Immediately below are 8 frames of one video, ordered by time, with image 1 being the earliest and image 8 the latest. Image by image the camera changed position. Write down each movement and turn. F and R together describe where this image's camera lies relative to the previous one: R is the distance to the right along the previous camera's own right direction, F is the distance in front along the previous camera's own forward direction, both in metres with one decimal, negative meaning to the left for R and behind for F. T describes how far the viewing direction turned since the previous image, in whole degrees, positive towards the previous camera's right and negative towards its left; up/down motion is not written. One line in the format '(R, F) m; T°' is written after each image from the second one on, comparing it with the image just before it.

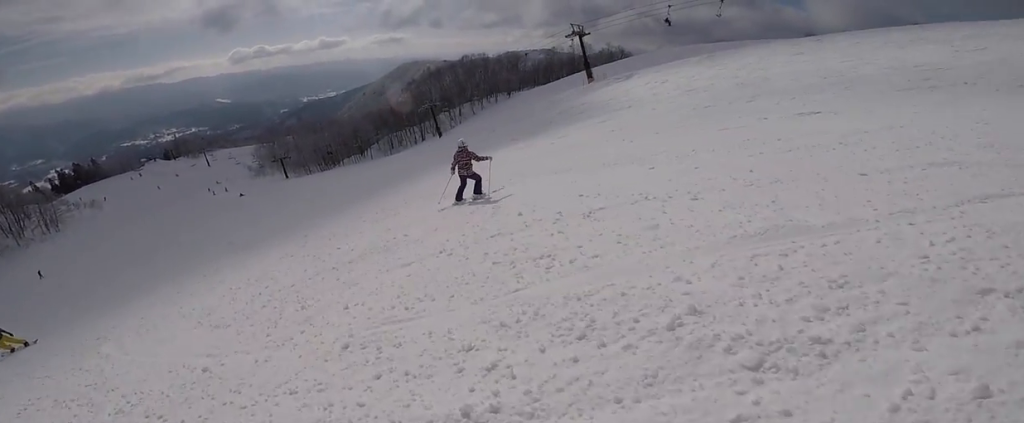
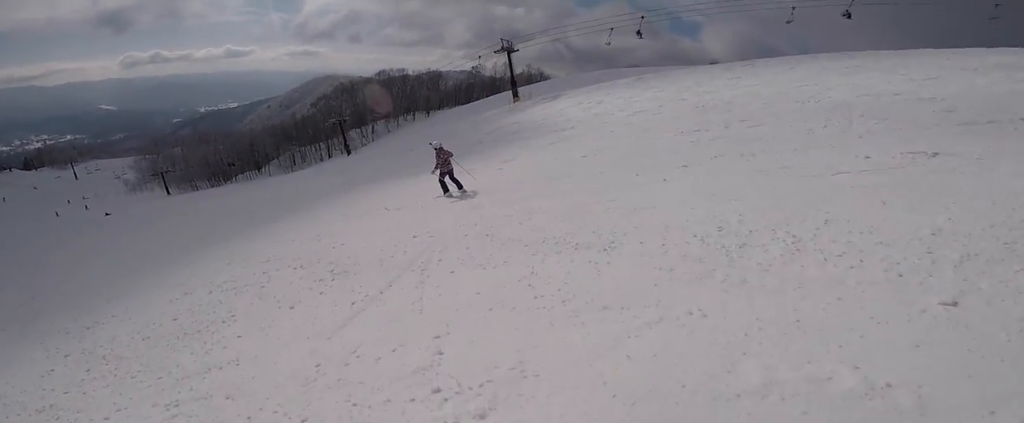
(+1.1, +5.0) m; -4°
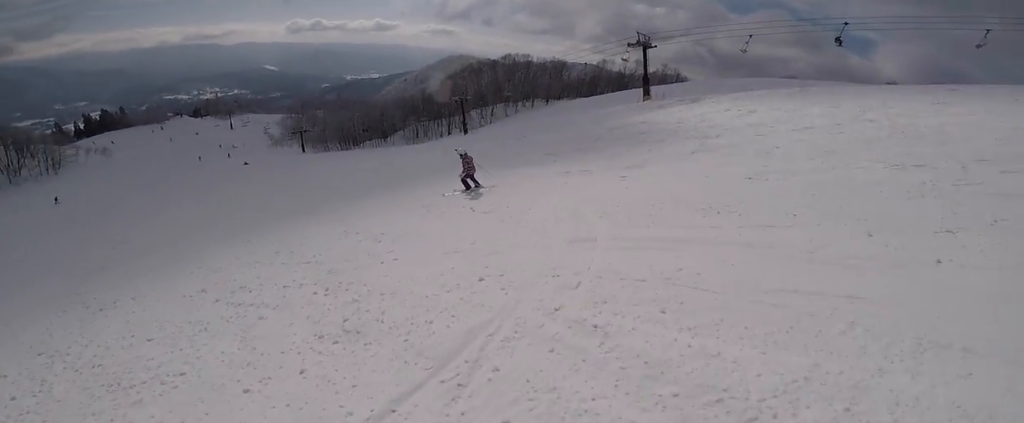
(-0.2, +2.6) m; -20°
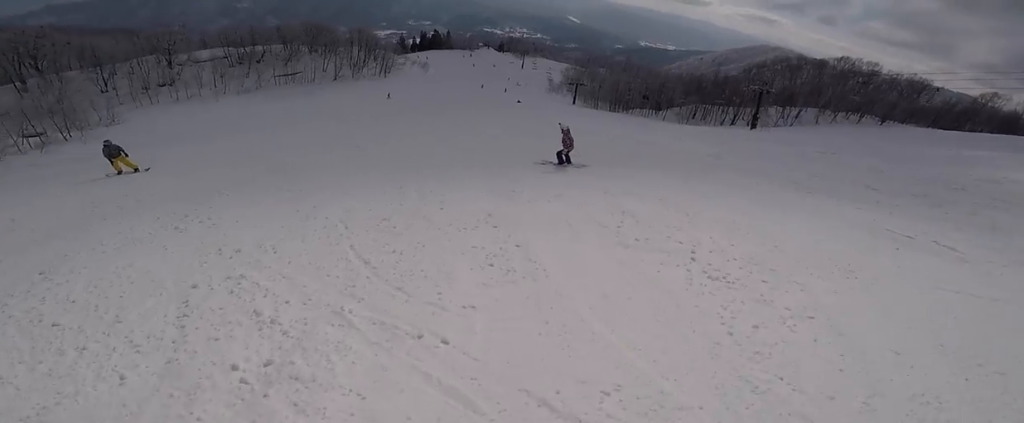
(-1.0, +4.1) m; -14°
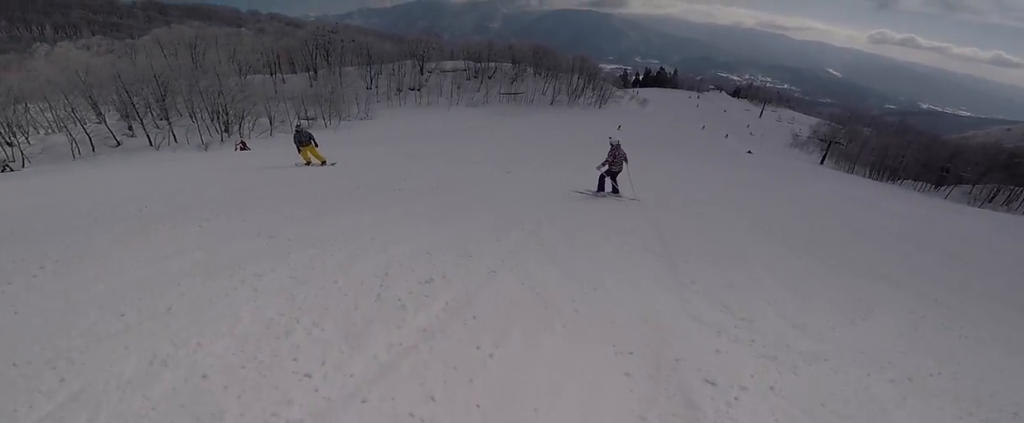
(0.0, +5.3) m; 0°
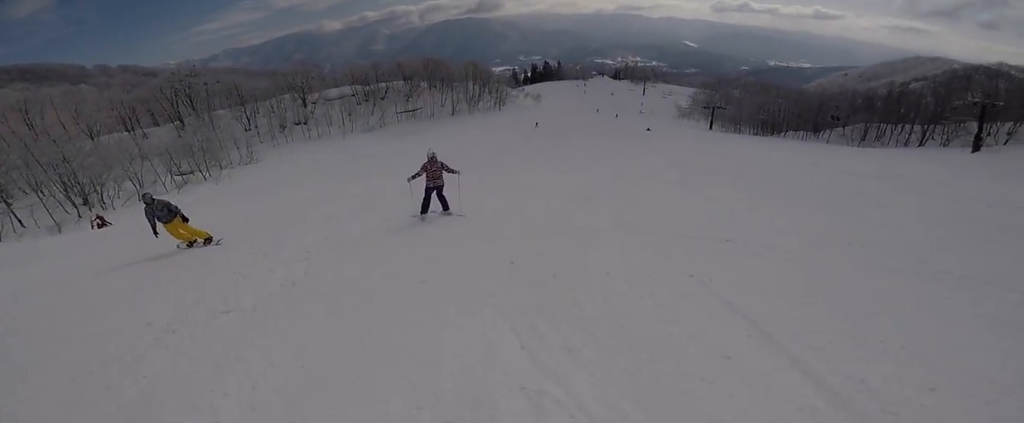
(0.0, +3.7) m; +5°
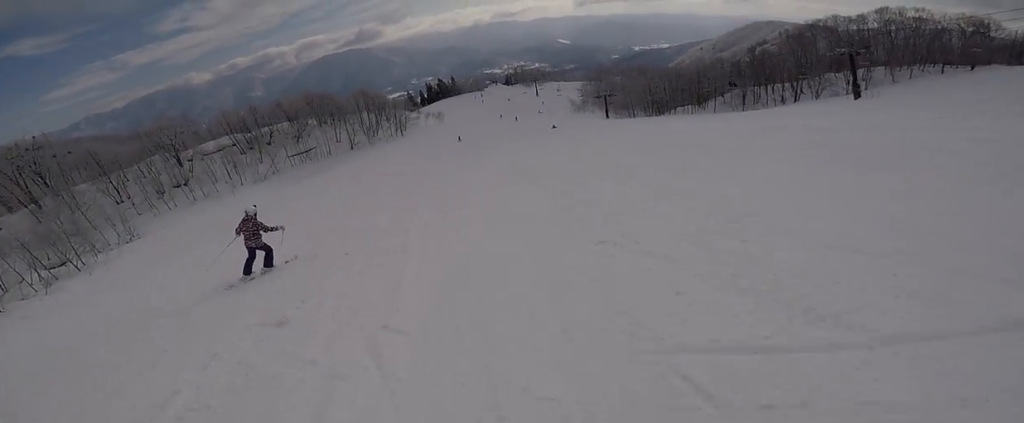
(+0.3, +4.0) m; +2°
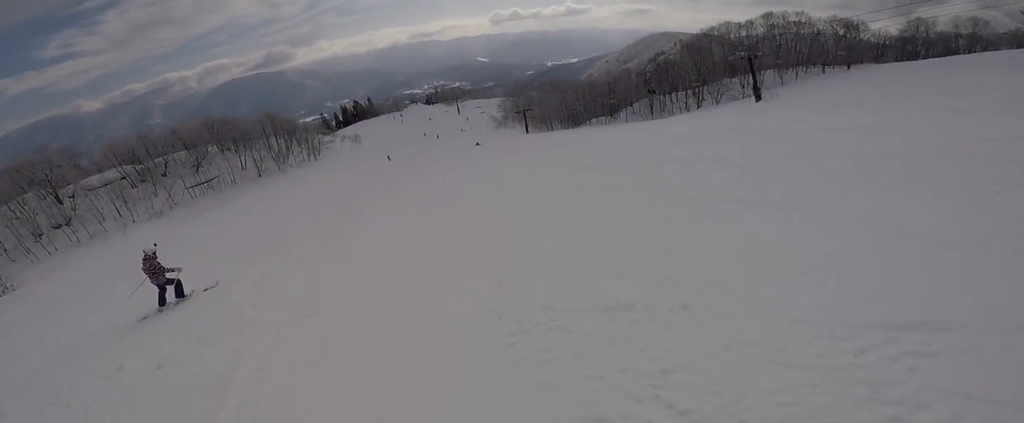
(+0.2, +3.0) m; -1°
